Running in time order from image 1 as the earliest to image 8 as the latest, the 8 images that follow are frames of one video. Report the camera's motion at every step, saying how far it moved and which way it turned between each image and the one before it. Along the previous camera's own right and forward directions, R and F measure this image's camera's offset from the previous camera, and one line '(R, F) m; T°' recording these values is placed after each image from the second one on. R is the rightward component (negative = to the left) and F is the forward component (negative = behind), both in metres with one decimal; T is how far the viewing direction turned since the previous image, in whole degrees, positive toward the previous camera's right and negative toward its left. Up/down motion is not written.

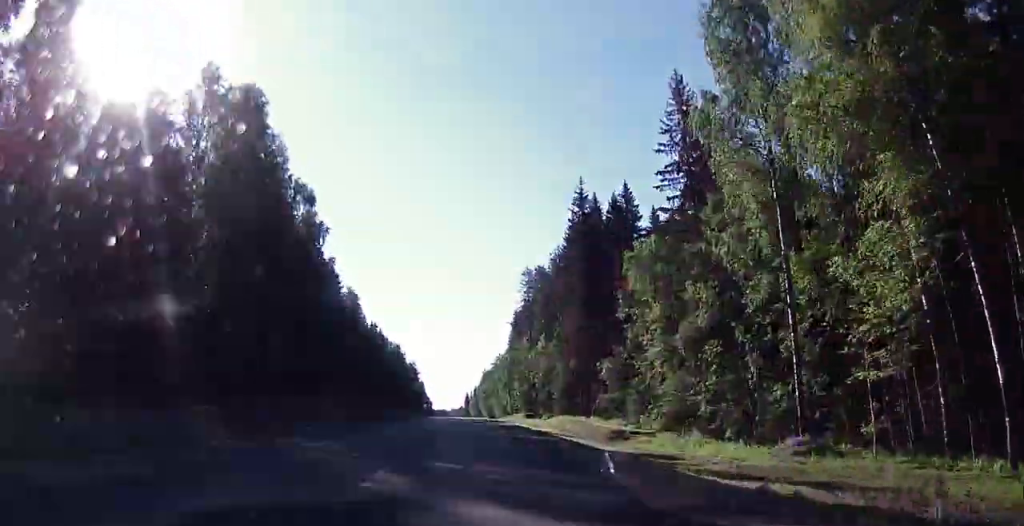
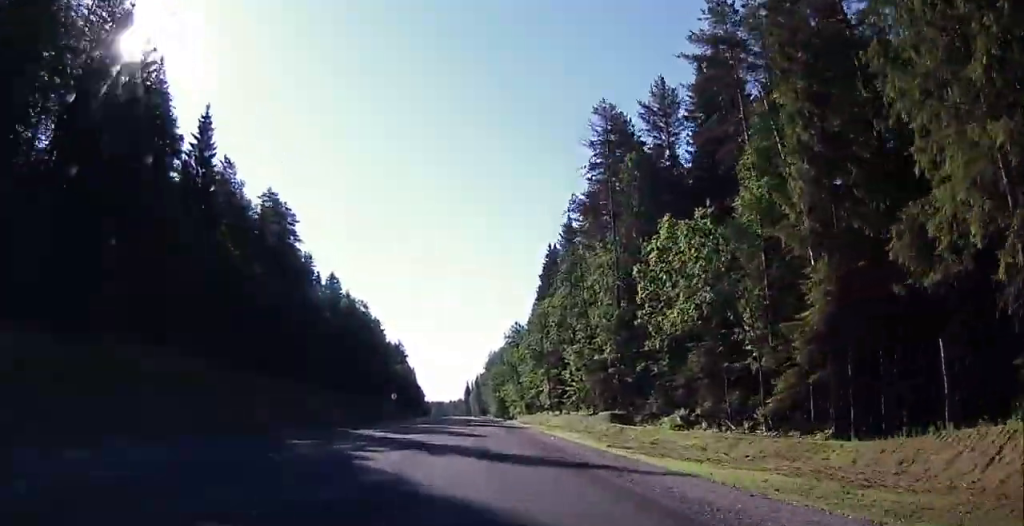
(-0.3, +71.0) m; -3°
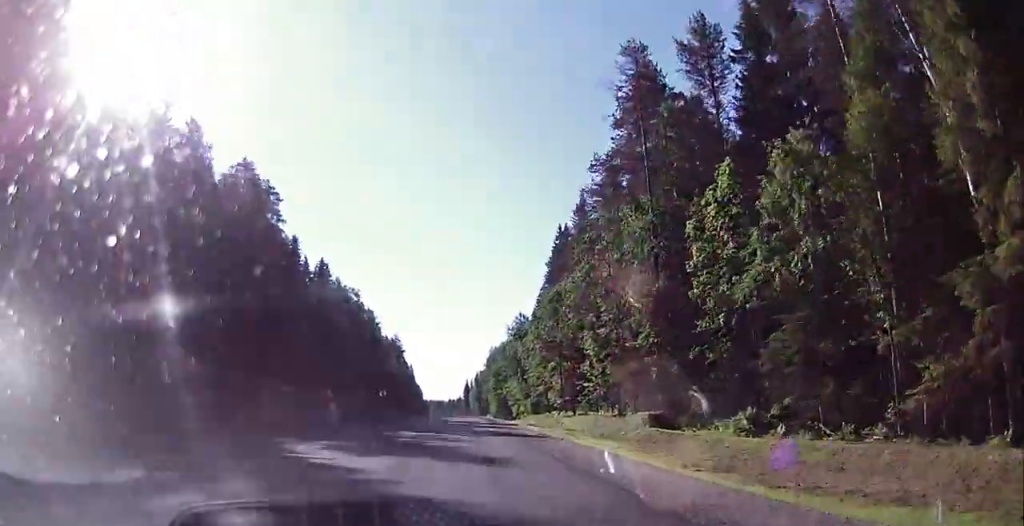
(-0.4, +11.6) m; 0°
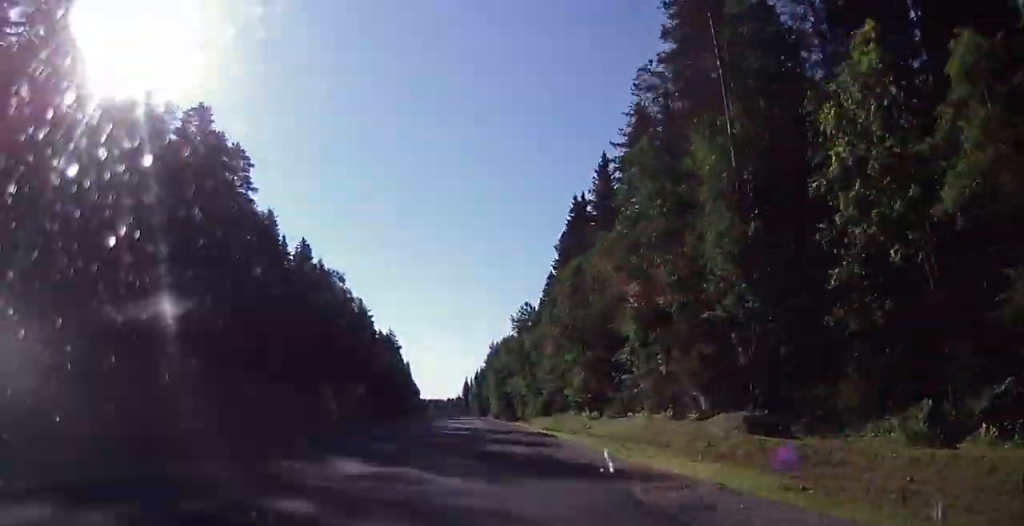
(-0.8, +15.5) m; +1°
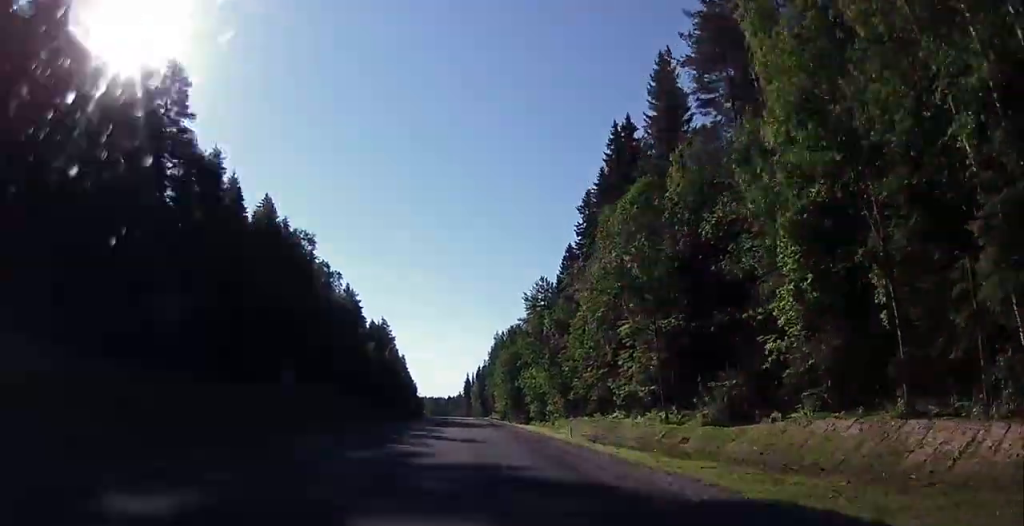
(+1.1, +24.2) m; +1°
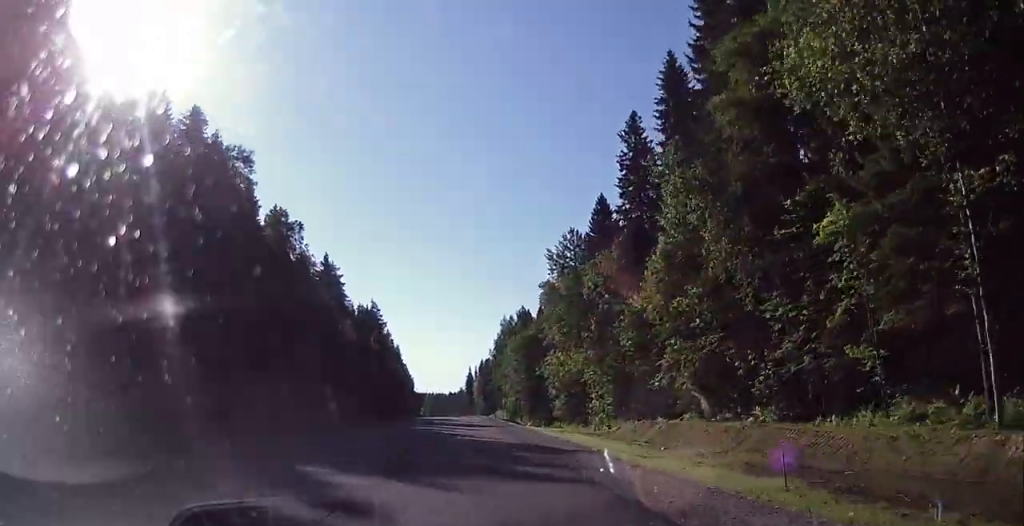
(-0.2, +27.7) m; -1°
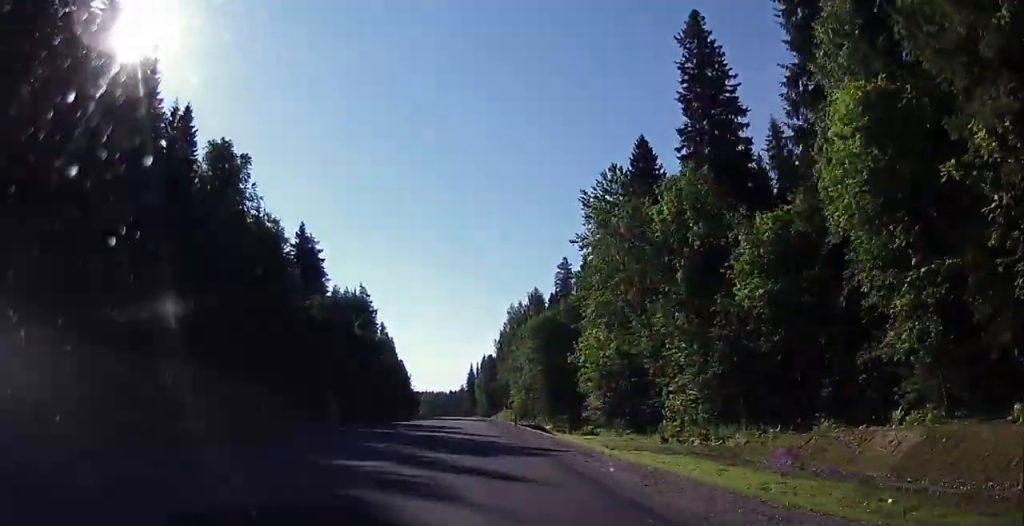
(-0.3, +21.8) m; -1°
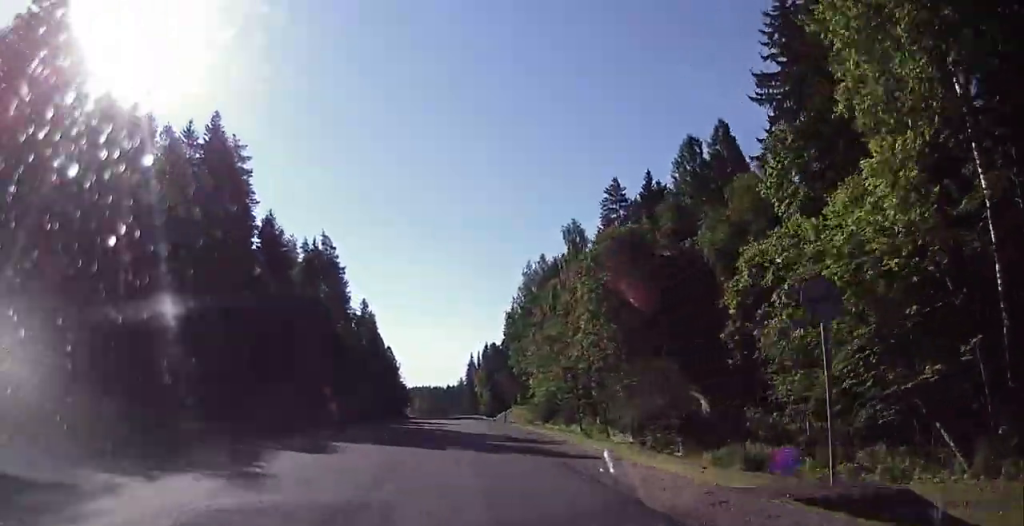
(0.0, +41.6) m; +2°
